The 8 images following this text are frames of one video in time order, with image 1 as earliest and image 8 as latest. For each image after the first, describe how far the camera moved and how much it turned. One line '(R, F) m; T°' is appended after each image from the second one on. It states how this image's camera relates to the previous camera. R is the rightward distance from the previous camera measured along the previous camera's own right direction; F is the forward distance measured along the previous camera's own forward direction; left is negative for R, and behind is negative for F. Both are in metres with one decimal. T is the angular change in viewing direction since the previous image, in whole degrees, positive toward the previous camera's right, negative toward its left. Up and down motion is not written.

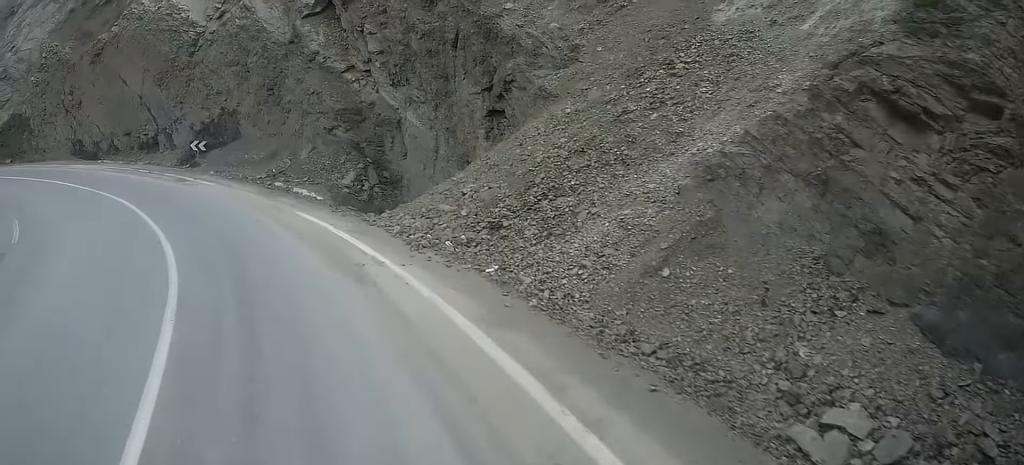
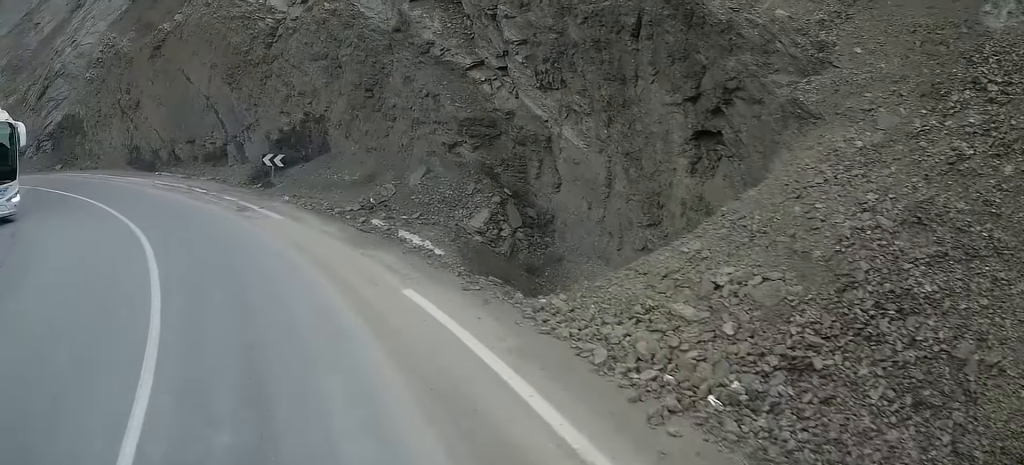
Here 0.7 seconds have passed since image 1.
(-1.1, +6.4) m; -5°
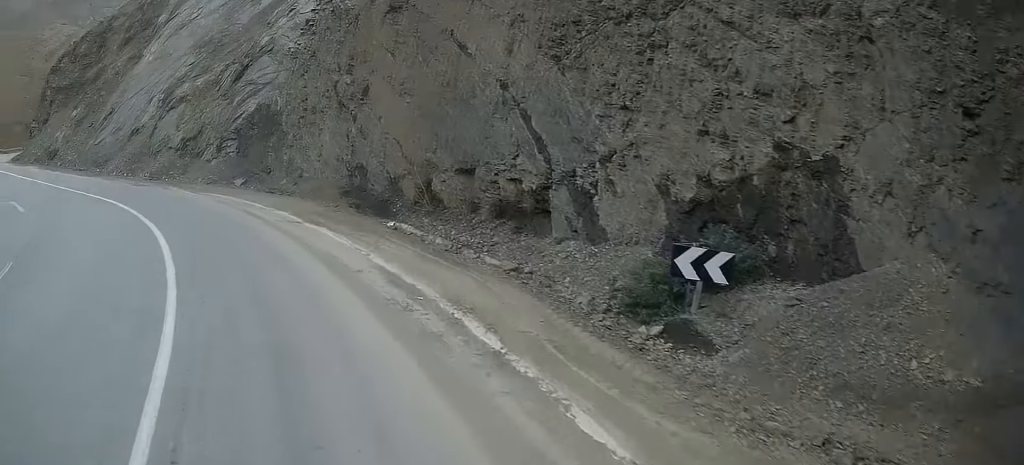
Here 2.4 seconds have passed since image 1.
(-0.4, +13.7) m; -11°
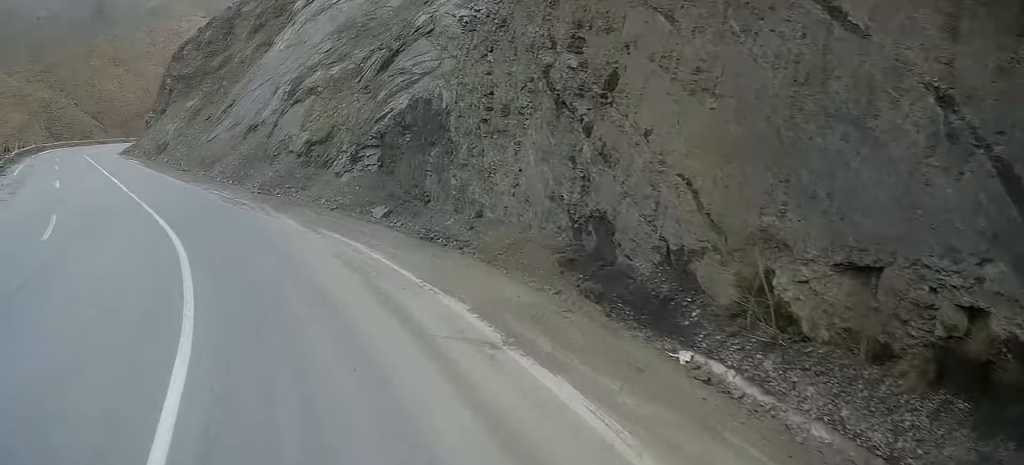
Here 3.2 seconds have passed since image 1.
(-0.8, +7.0) m; -19°
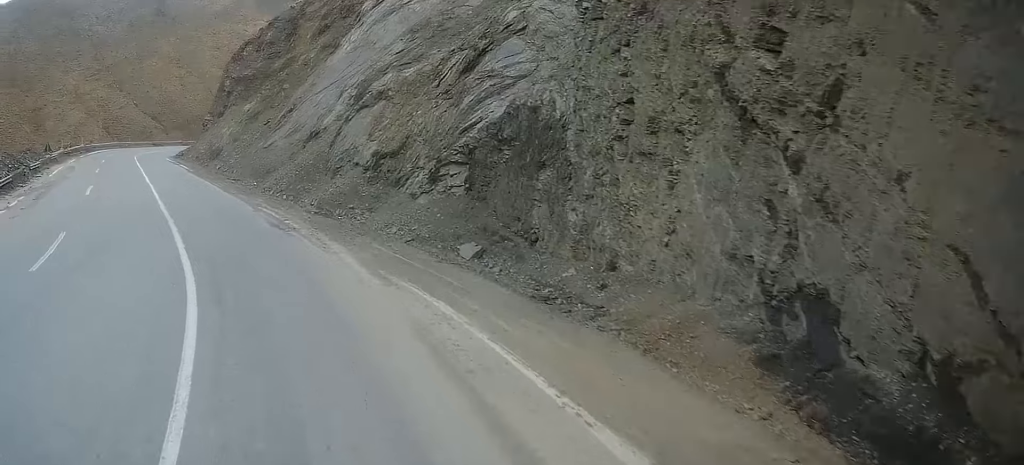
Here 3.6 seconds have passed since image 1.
(-0.1, +3.2) m; -12°
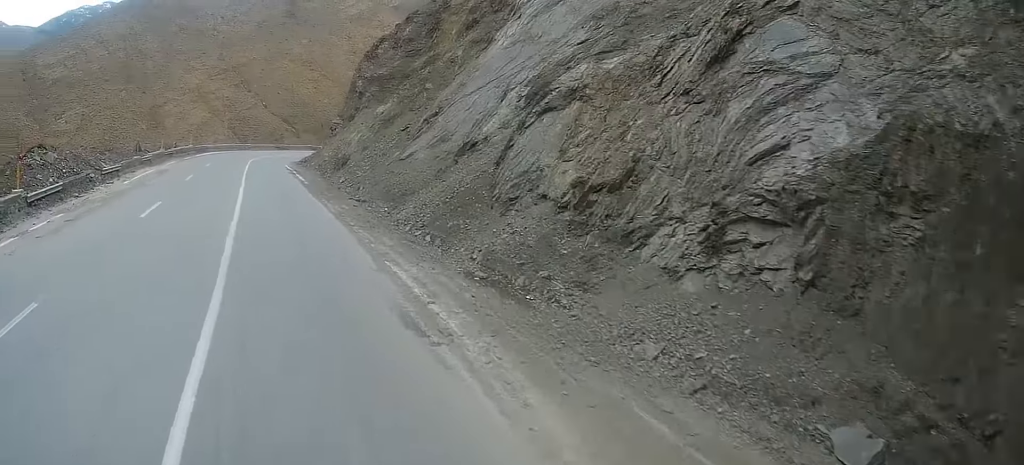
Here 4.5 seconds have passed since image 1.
(-1.7, +6.7) m; -15°
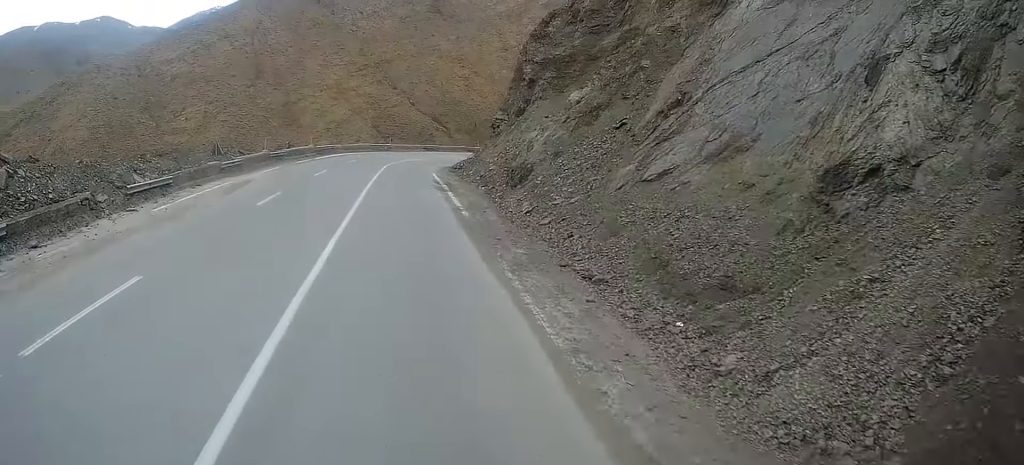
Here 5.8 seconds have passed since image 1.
(-0.9, +12.7) m; -11°
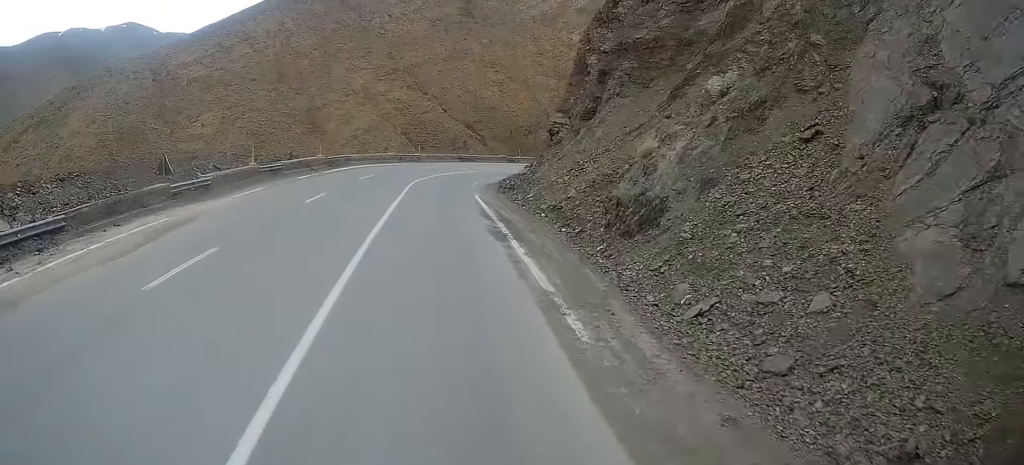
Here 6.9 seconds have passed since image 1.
(-1.6, +10.5) m; -7°
